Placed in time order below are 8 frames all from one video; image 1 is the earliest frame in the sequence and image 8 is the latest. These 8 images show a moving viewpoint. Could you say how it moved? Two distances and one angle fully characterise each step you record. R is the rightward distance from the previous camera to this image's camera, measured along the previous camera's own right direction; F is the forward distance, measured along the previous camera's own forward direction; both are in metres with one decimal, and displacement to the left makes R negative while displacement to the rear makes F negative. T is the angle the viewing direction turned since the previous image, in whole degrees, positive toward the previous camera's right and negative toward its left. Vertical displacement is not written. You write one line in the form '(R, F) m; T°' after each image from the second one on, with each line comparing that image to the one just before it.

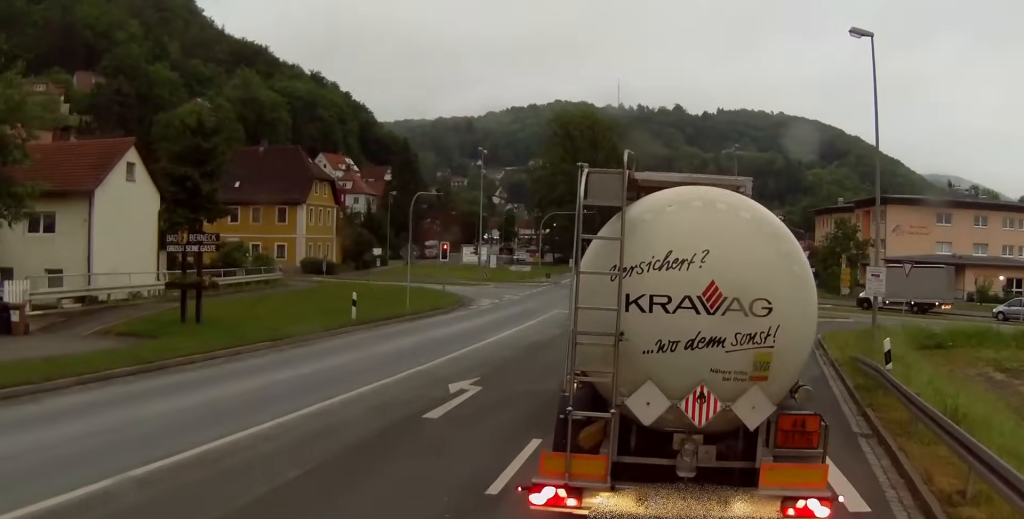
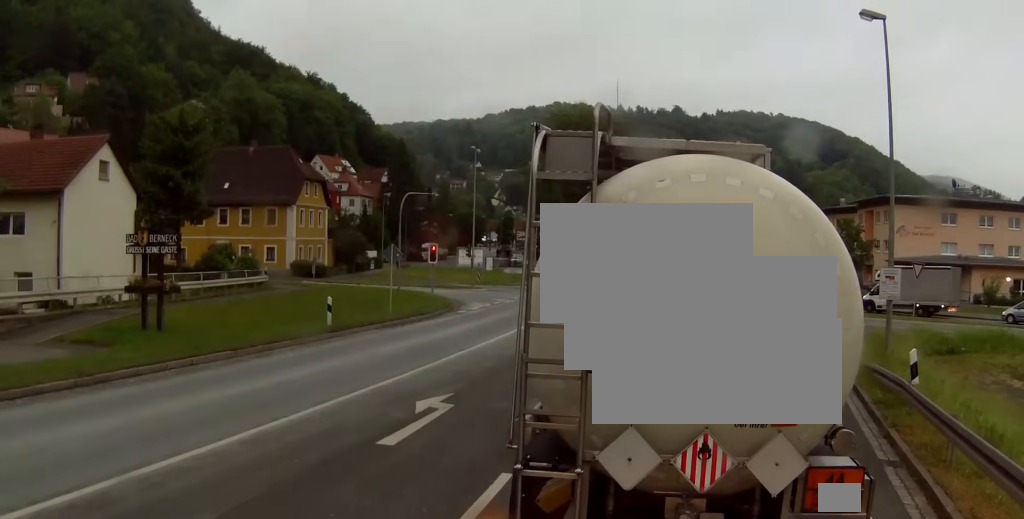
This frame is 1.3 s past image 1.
(0.0, +2.7) m; 0°
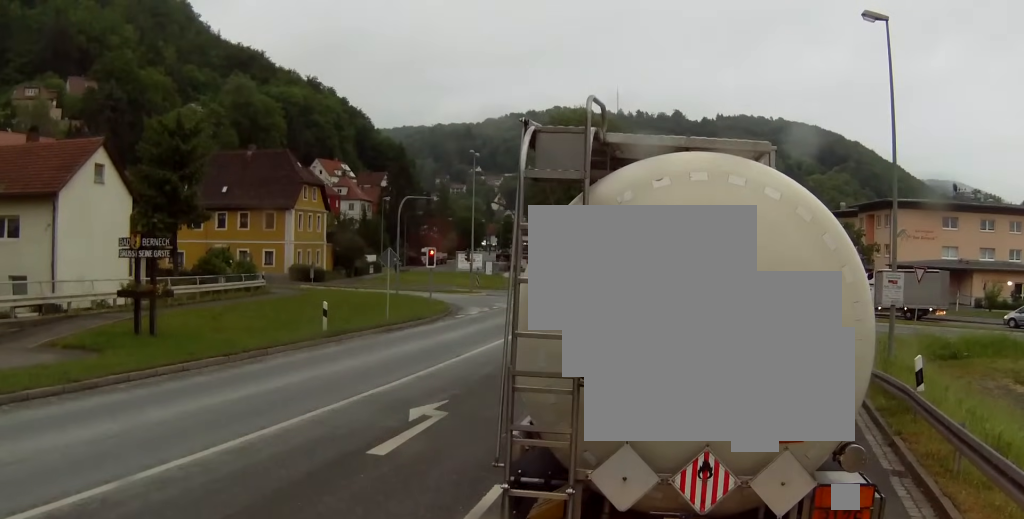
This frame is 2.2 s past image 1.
(0.0, +1.0) m; 0°
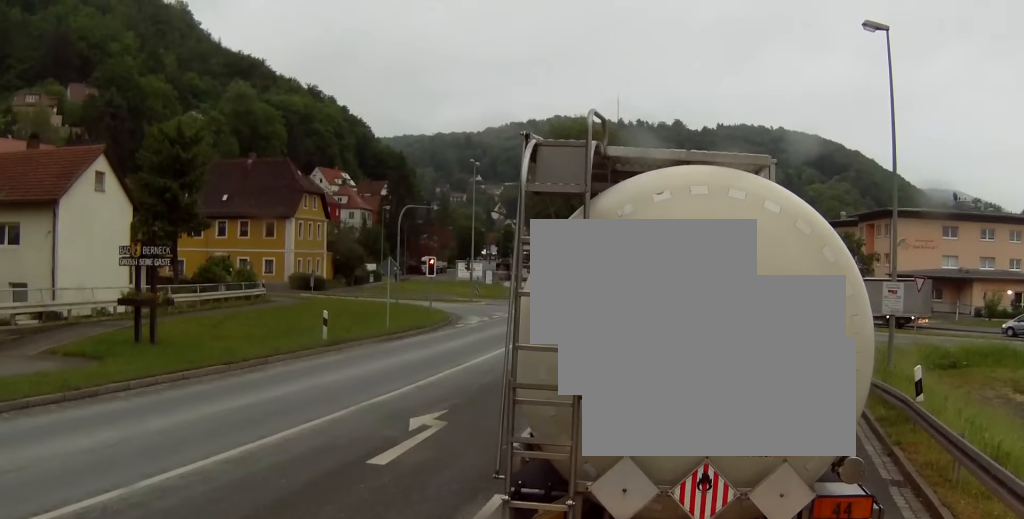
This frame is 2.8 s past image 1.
(0.0, +0.4) m; 0°
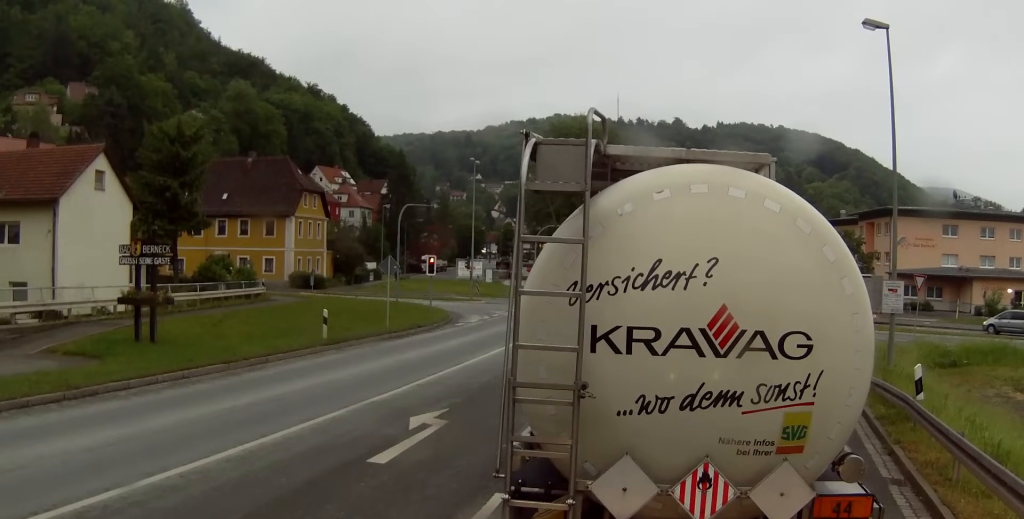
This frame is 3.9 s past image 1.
(0.0, +0.5) m; 0°
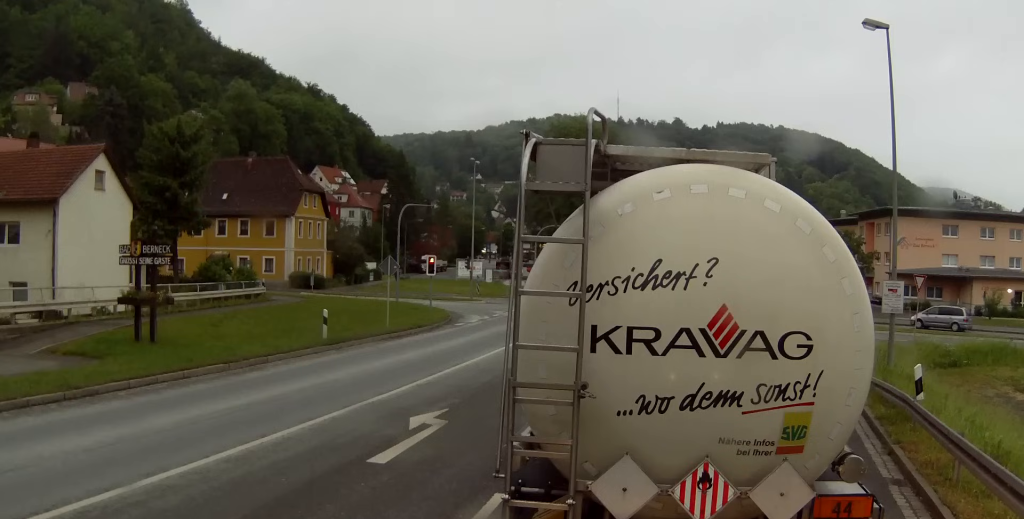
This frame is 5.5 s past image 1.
(0.0, +0.5) m; 0°
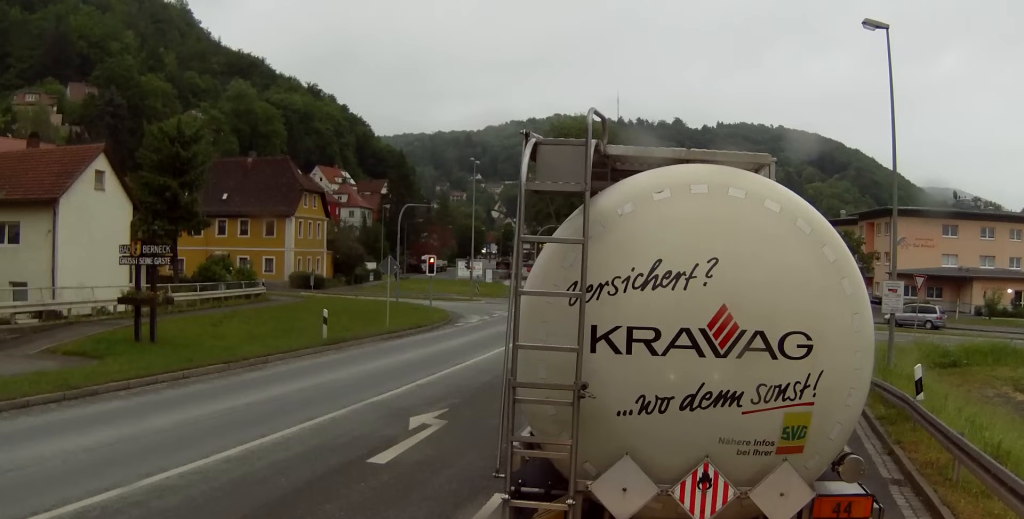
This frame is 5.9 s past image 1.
(0.0, +0.2) m; 0°
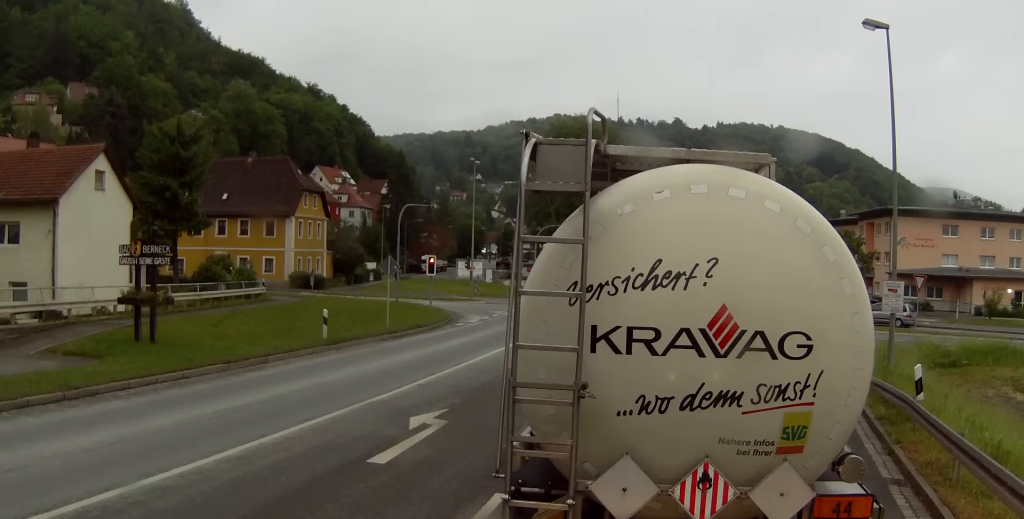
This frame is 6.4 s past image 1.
(0.0, +0.2) m; 0°
